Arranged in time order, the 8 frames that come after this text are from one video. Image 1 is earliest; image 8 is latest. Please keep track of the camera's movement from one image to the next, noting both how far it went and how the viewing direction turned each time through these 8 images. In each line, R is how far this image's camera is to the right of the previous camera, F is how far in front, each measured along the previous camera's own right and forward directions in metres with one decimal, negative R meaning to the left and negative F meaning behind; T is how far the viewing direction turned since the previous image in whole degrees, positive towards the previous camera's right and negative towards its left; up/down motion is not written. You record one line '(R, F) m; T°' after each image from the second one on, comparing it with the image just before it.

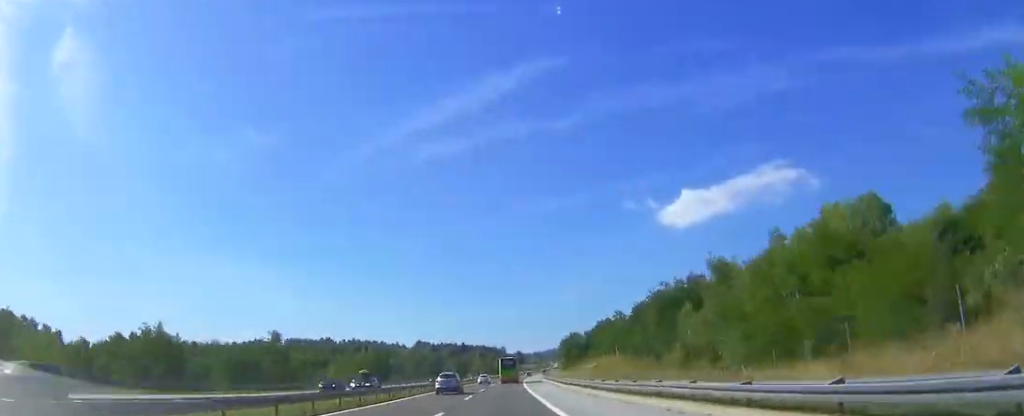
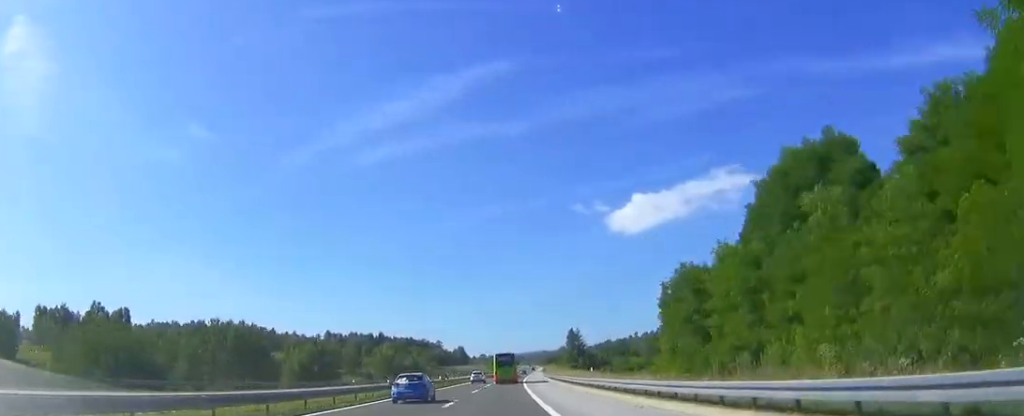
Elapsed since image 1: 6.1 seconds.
(+8.1, +189.3) m; +4°
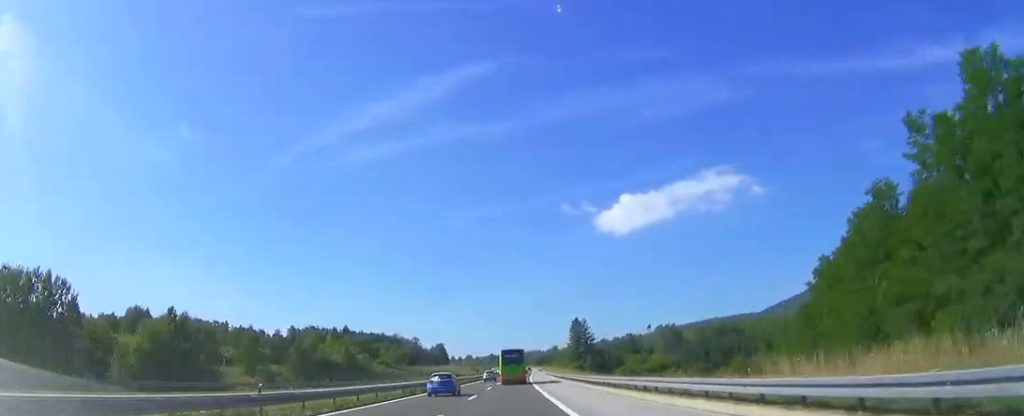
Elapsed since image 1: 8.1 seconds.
(+0.7, +64.4) m; +1°
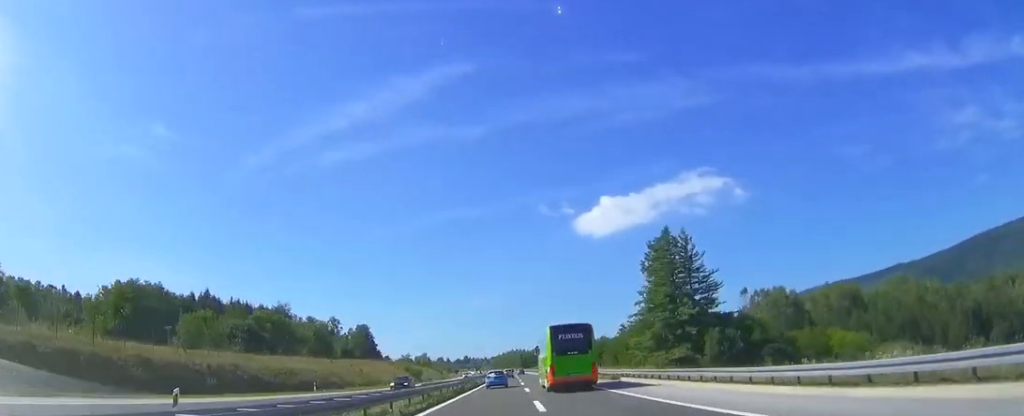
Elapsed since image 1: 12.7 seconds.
(+2.7, +148.7) m; +1°
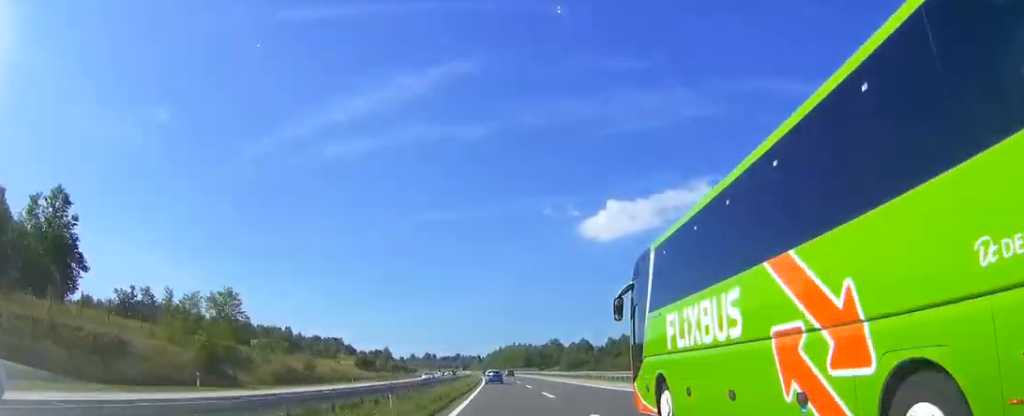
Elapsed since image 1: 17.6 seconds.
(+0.1, +162.9) m; -1°
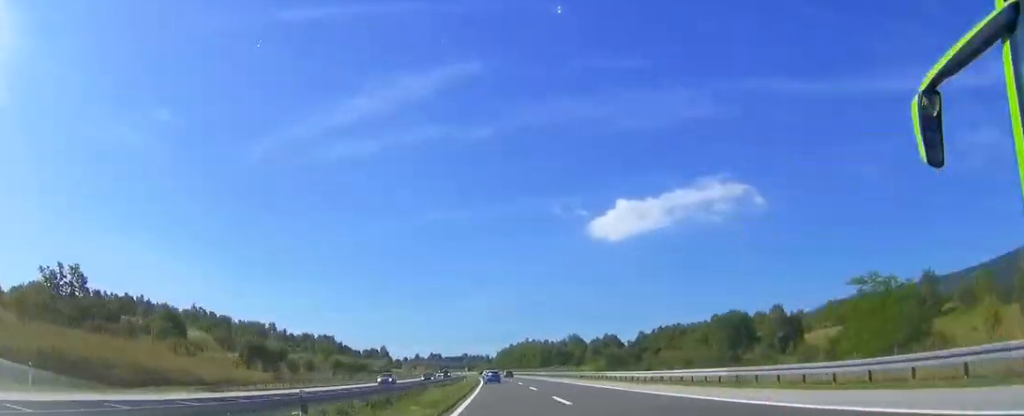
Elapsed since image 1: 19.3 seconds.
(-0.3, +56.7) m; -1°
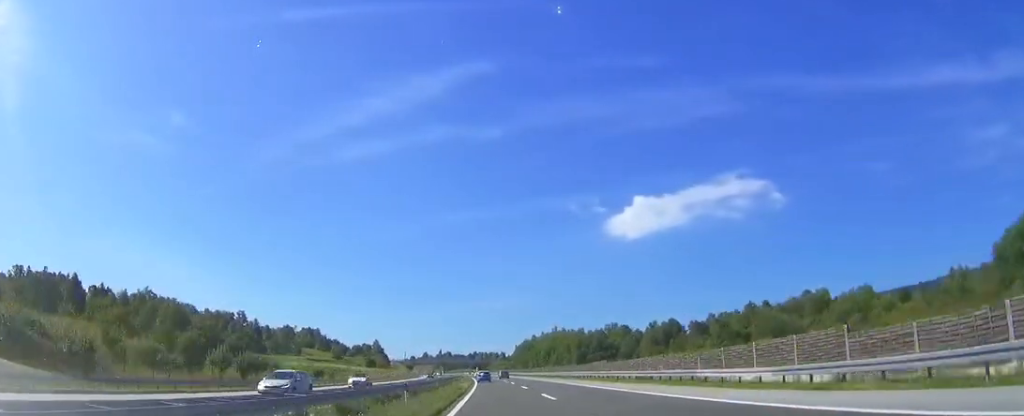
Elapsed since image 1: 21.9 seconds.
(-0.7, +82.3) m; -2°
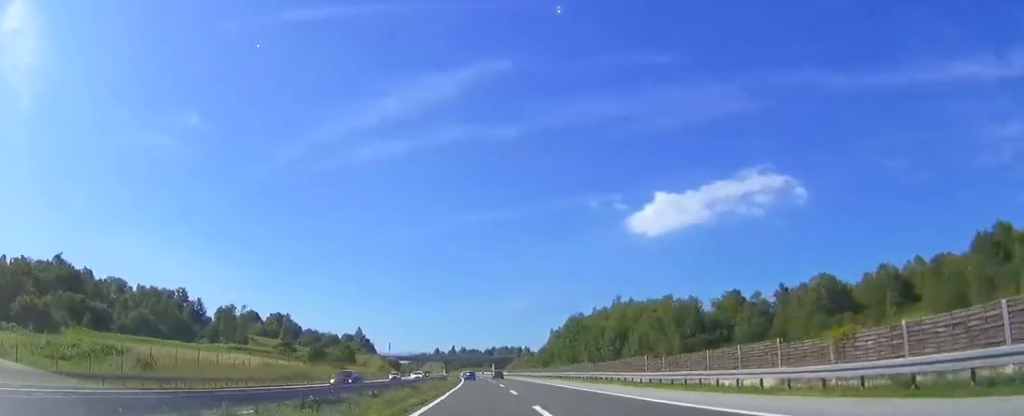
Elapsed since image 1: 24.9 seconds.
(-2.9, +98.4) m; -2°
